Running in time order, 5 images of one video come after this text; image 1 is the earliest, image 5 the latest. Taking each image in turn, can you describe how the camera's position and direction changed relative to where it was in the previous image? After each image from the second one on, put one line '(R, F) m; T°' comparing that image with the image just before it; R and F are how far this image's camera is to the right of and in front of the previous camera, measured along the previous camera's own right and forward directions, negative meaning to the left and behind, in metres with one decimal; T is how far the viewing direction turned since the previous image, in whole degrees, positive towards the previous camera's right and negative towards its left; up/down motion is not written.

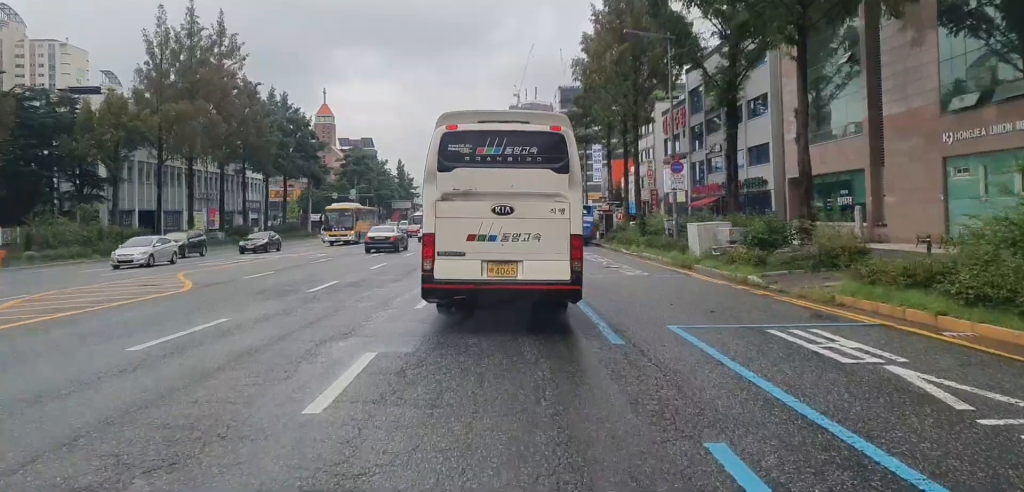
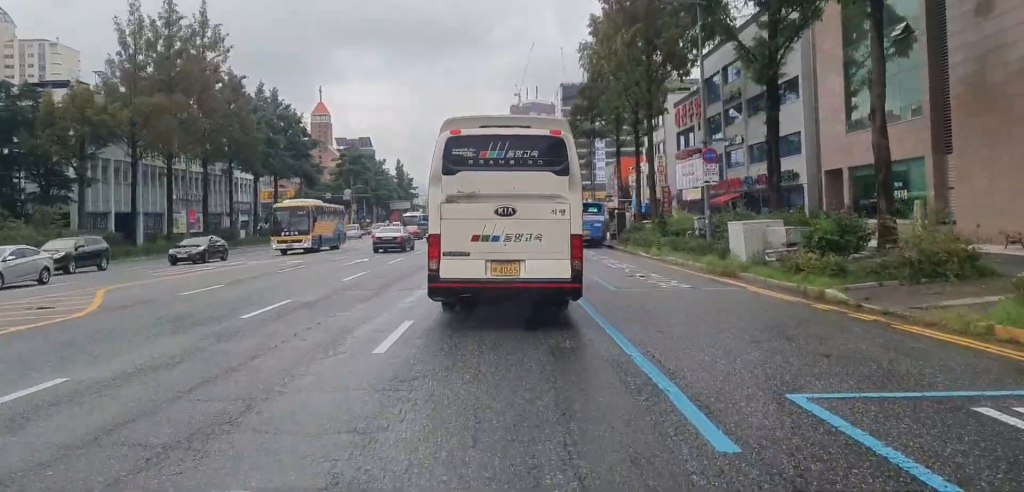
(0.0, +5.4) m; 0°
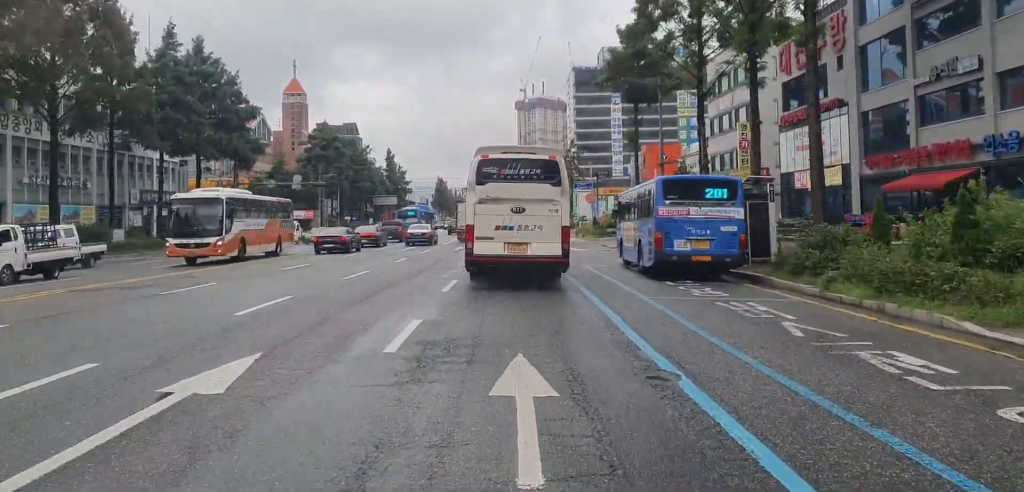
(+0.9, +28.4) m; +3°
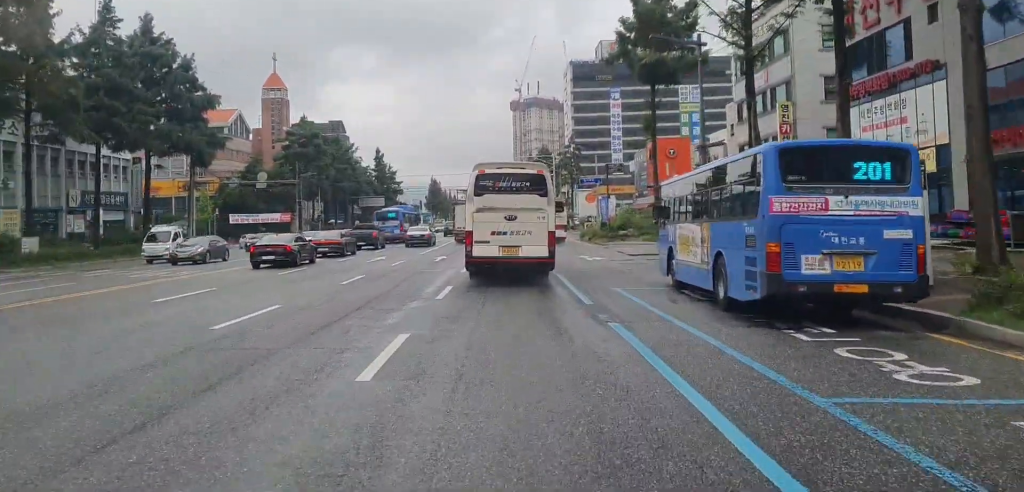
(-0.1, +9.8) m; -2°
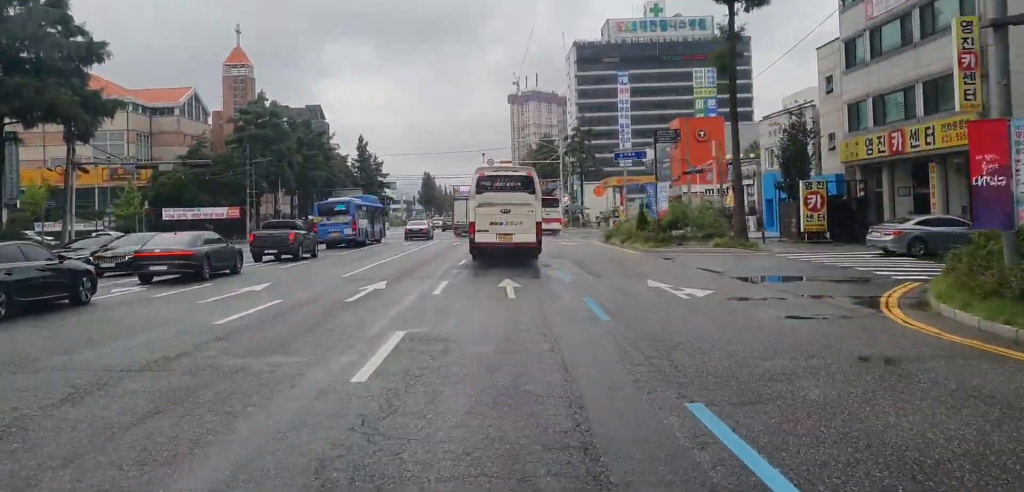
(0.0, +19.7) m; 0°
